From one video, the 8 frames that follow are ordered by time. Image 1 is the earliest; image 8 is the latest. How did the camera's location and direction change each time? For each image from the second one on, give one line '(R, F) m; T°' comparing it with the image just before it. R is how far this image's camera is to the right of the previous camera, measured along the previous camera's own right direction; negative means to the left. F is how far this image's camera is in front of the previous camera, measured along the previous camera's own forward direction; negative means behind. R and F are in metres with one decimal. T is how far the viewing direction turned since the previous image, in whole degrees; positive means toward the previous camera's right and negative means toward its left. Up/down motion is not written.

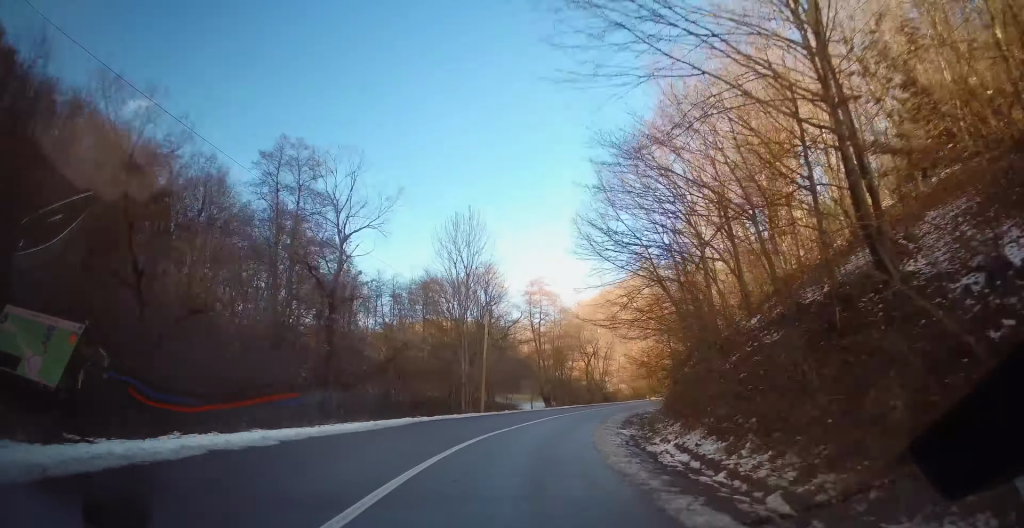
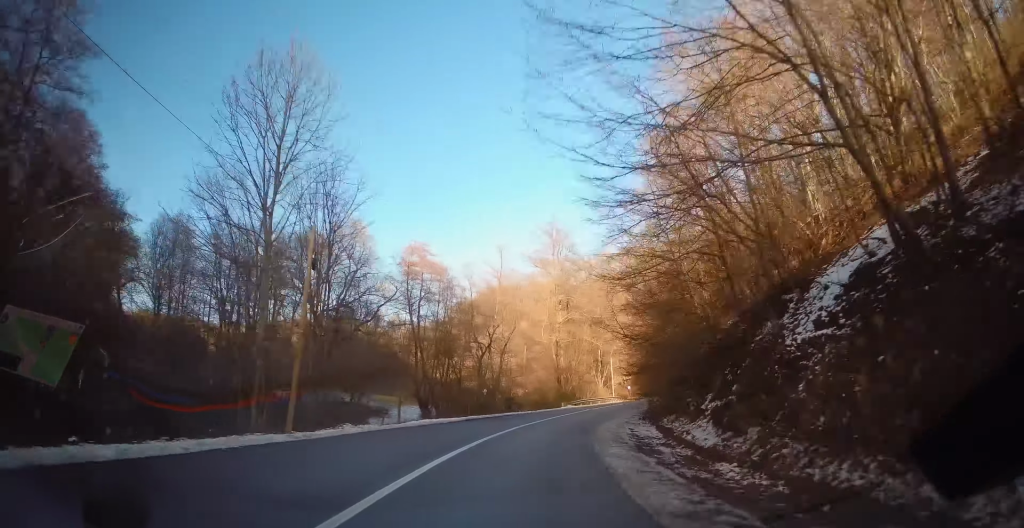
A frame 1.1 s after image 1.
(+2.1, +18.2) m; +14°
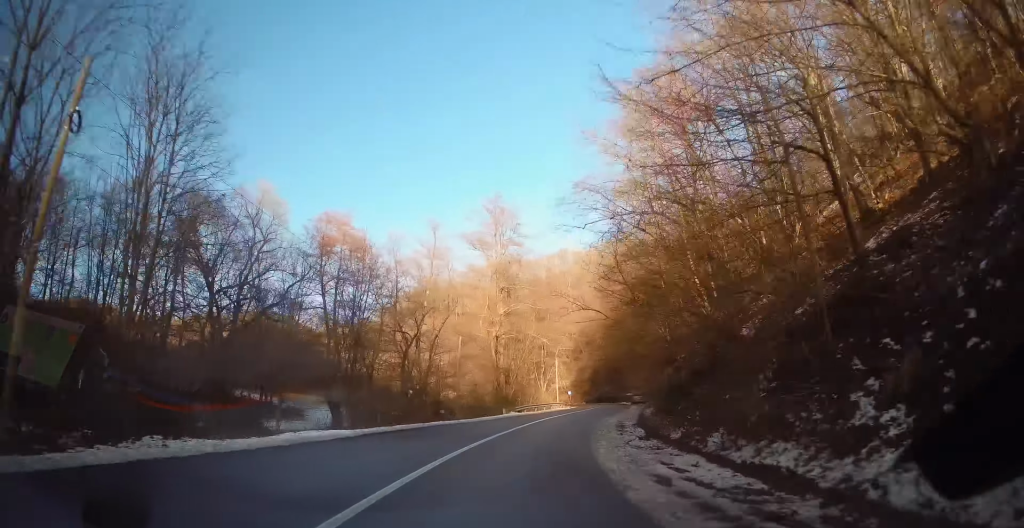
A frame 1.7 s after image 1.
(+0.4, +9.5) m; +7°
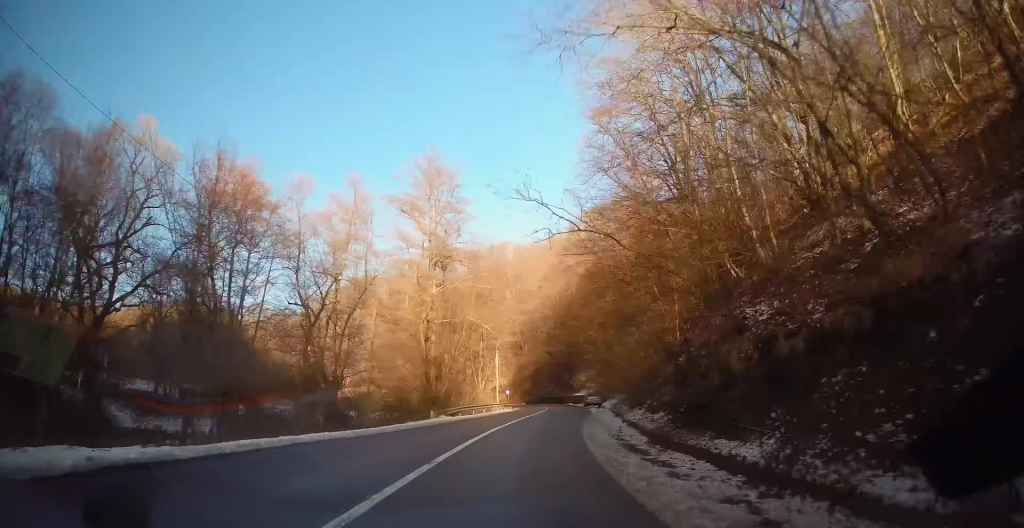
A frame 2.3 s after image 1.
(+0.9, +10.2) m; +5°
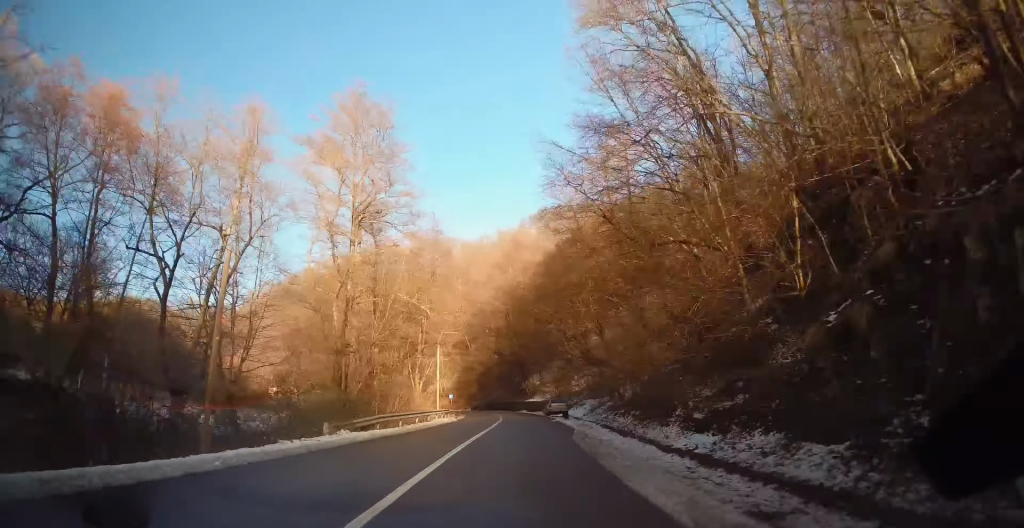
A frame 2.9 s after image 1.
(+0.5, +11.4) m; +4°
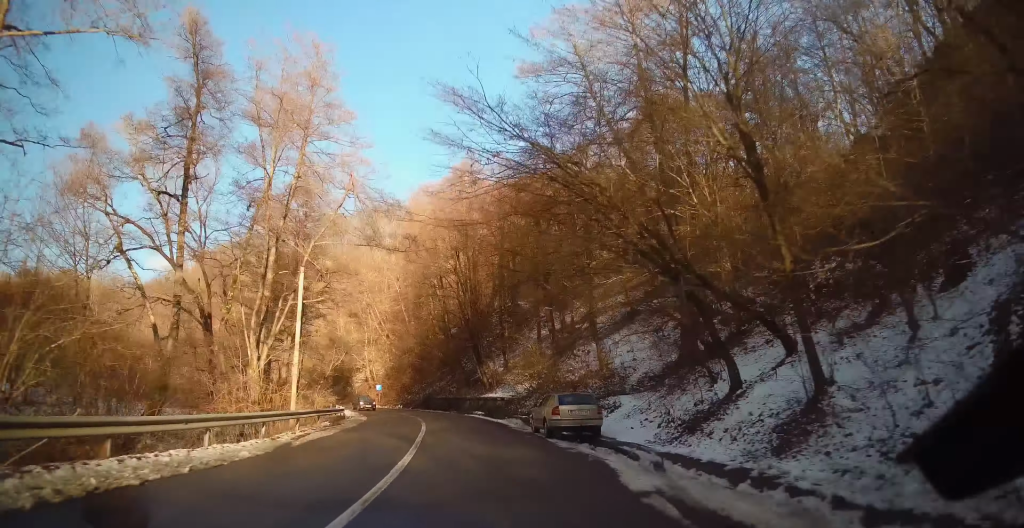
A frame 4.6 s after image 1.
(+1.3, +27.9) m; +3°
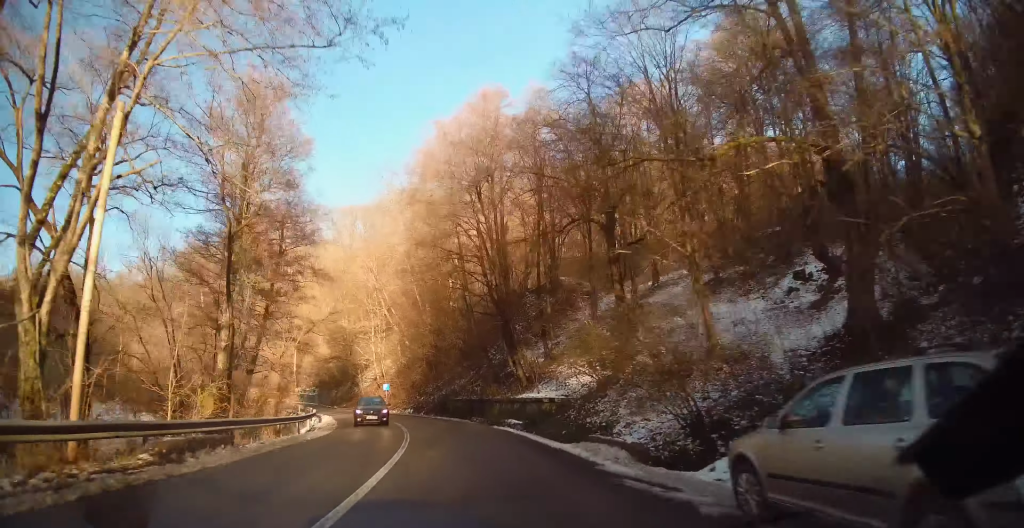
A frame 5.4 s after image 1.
(+0.1, +14.8) m; -5°
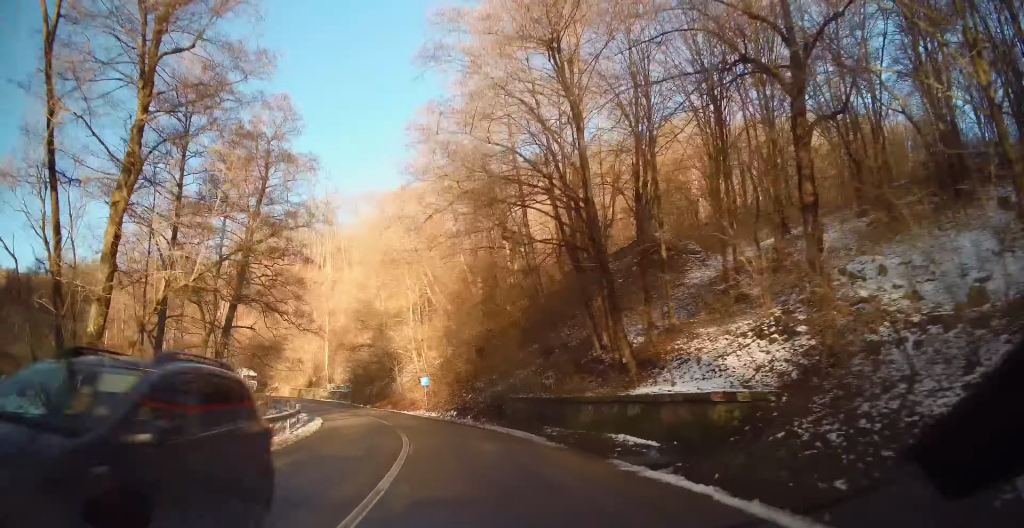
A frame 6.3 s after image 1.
(-1.4, +14.2) m; -7°
